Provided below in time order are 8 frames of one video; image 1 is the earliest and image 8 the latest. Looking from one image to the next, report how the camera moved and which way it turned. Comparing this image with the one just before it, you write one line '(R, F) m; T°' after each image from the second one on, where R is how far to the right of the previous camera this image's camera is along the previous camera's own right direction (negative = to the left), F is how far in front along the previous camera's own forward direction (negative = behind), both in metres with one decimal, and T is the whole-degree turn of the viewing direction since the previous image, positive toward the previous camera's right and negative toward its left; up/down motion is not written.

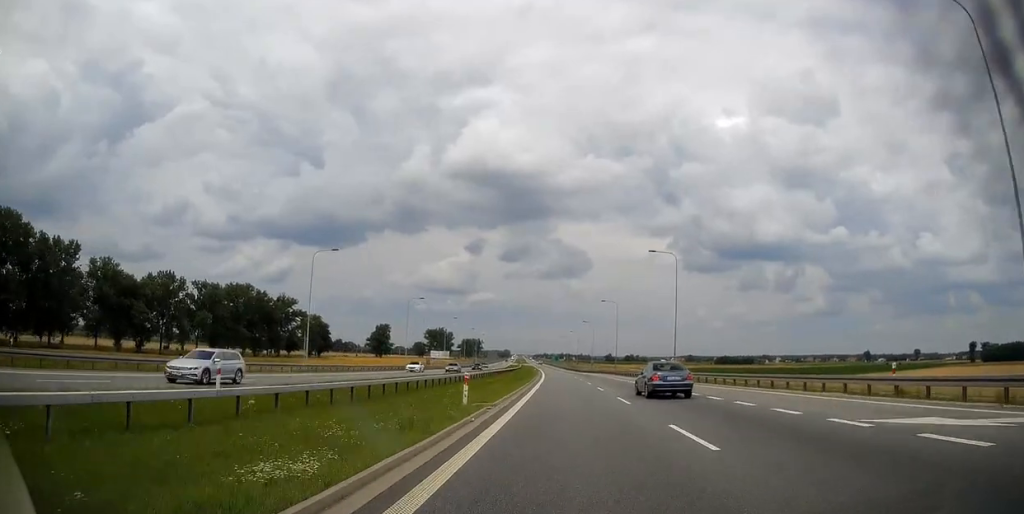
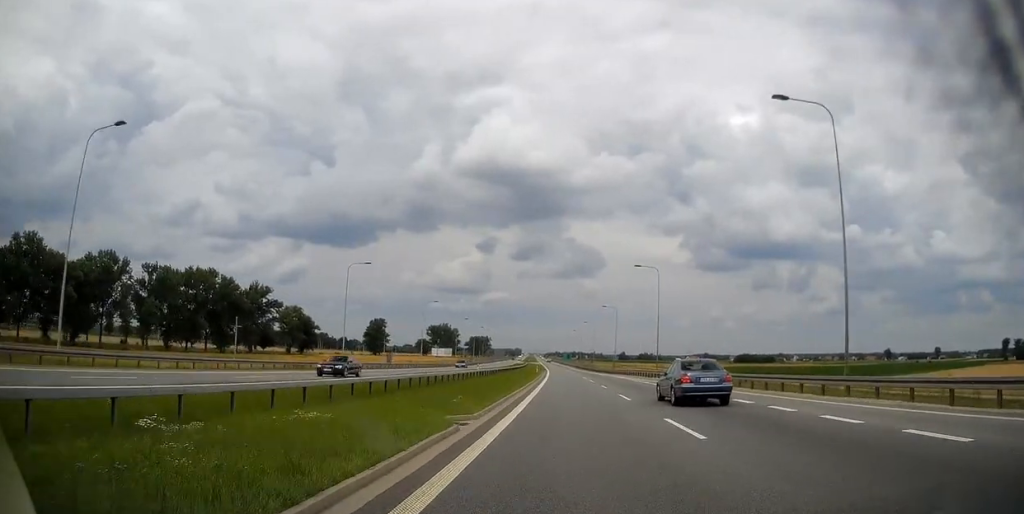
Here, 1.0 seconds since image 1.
(-0.3, +34.8) m; -1°
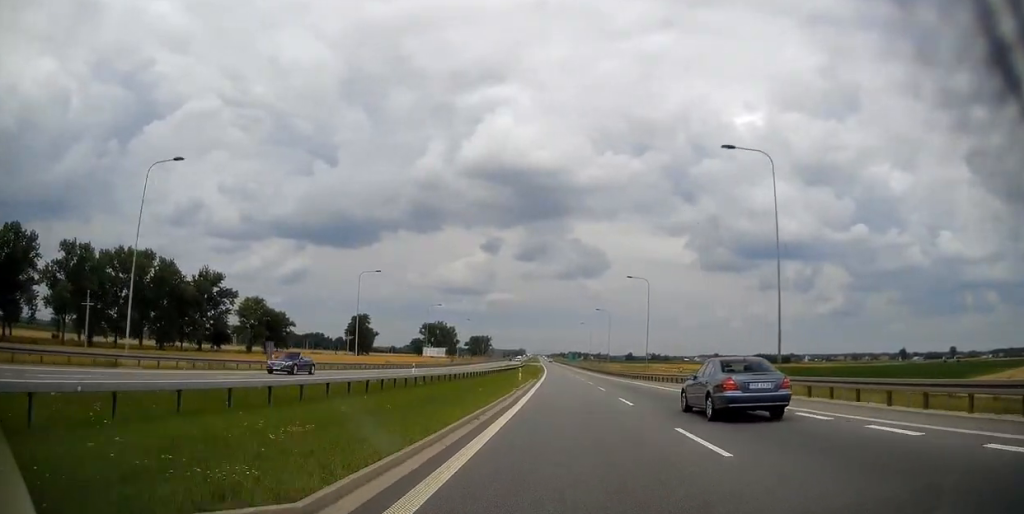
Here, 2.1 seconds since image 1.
(-0.4, +38.0) m; -1°
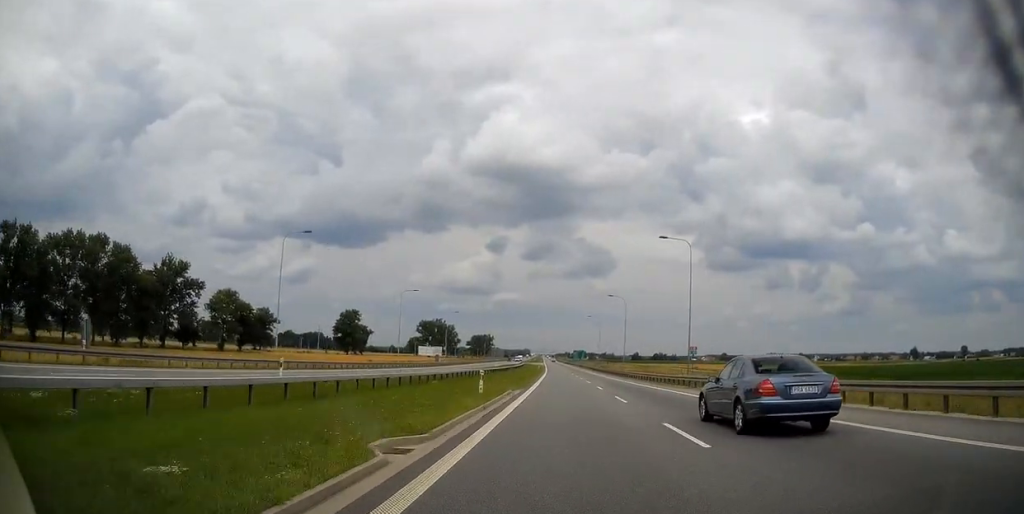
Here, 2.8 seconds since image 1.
(-0.1, +23.0) m; 0°
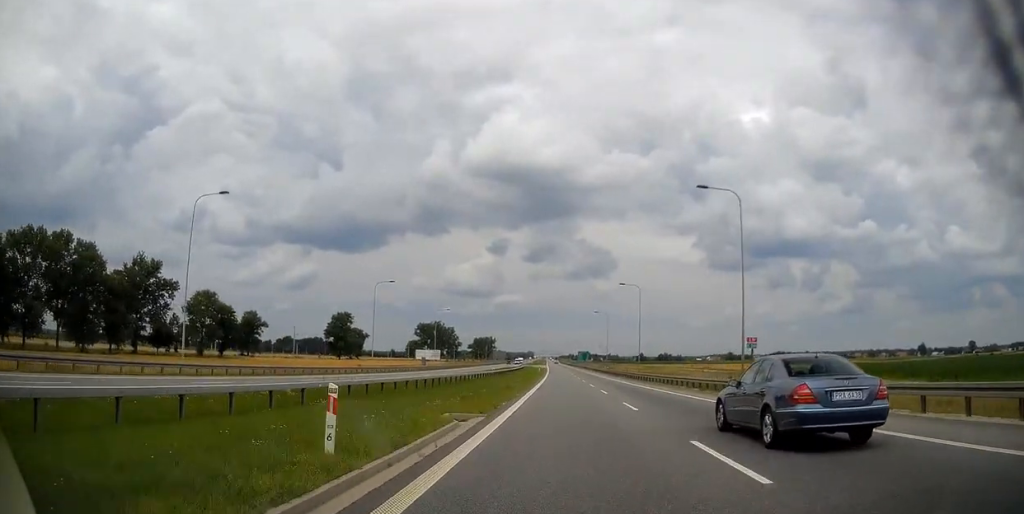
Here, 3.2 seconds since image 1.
(0.0, +14.9) m; 0°
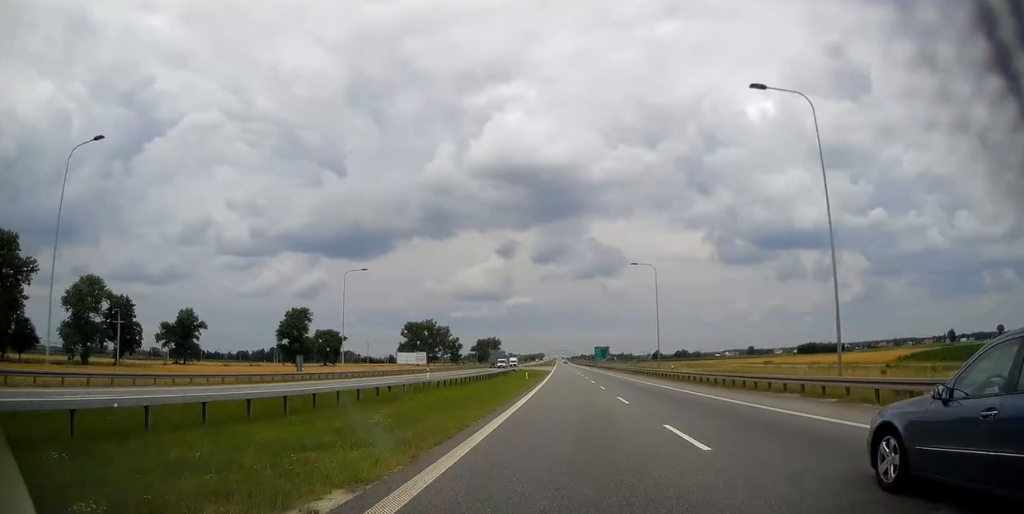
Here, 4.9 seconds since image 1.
(-0.3, +57.5) m; -1°
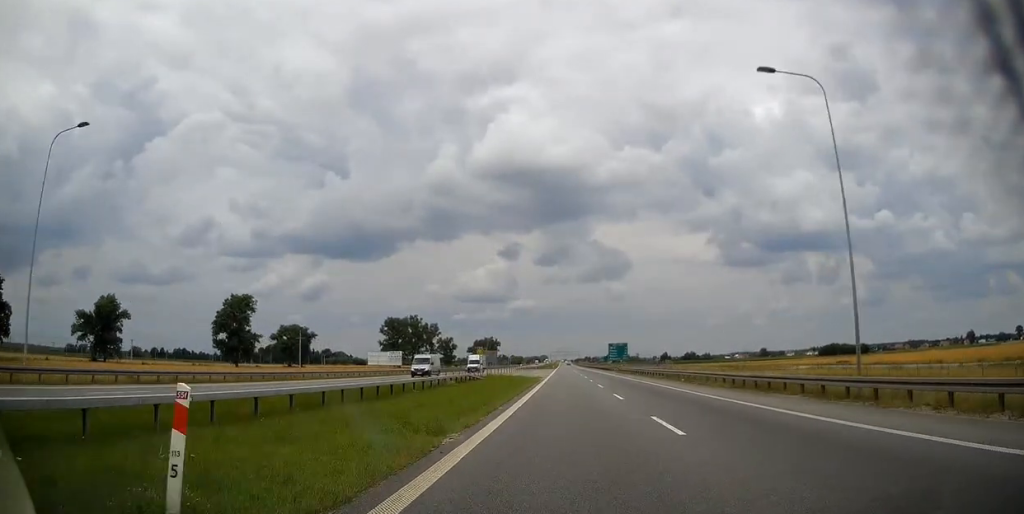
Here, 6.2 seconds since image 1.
(-0.3, +46.1) m; -1°
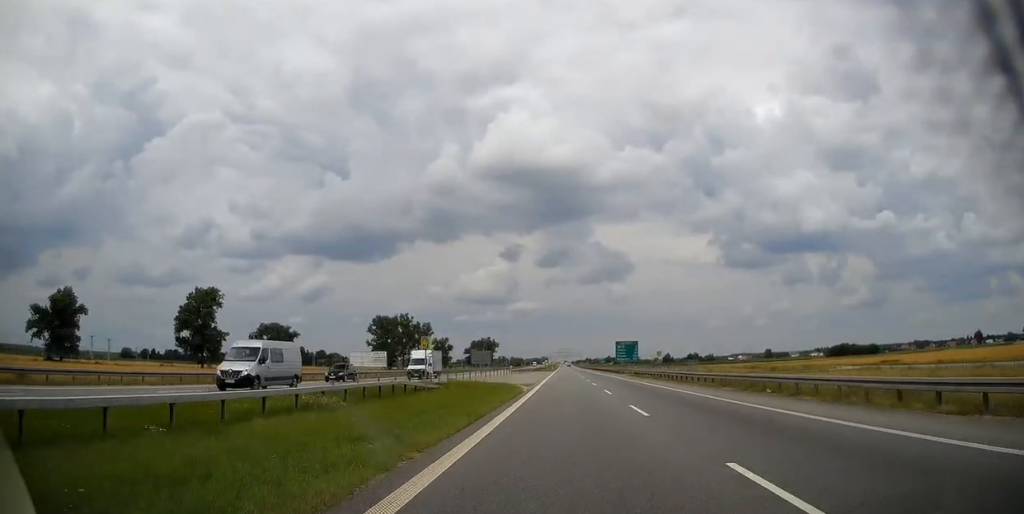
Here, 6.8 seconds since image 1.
(0.0, +19.6) m; 0°
